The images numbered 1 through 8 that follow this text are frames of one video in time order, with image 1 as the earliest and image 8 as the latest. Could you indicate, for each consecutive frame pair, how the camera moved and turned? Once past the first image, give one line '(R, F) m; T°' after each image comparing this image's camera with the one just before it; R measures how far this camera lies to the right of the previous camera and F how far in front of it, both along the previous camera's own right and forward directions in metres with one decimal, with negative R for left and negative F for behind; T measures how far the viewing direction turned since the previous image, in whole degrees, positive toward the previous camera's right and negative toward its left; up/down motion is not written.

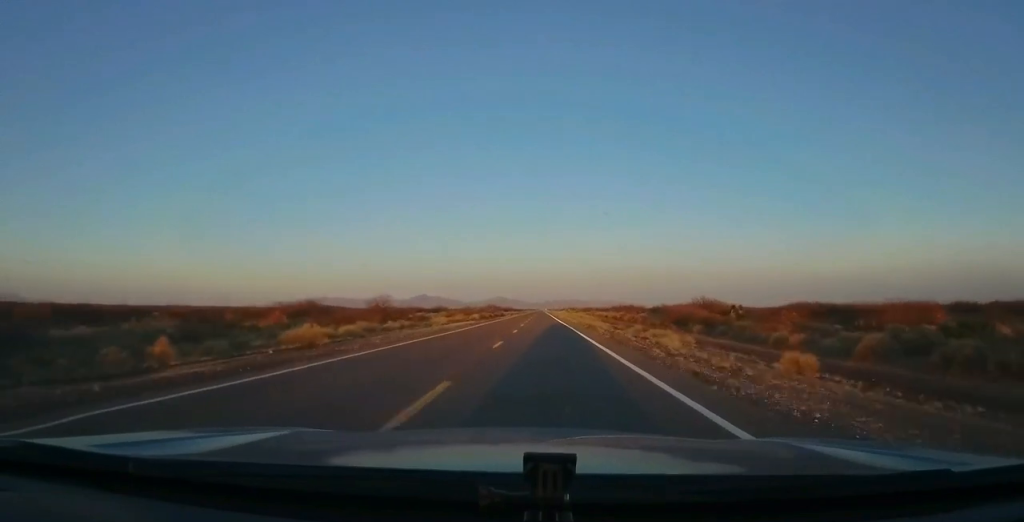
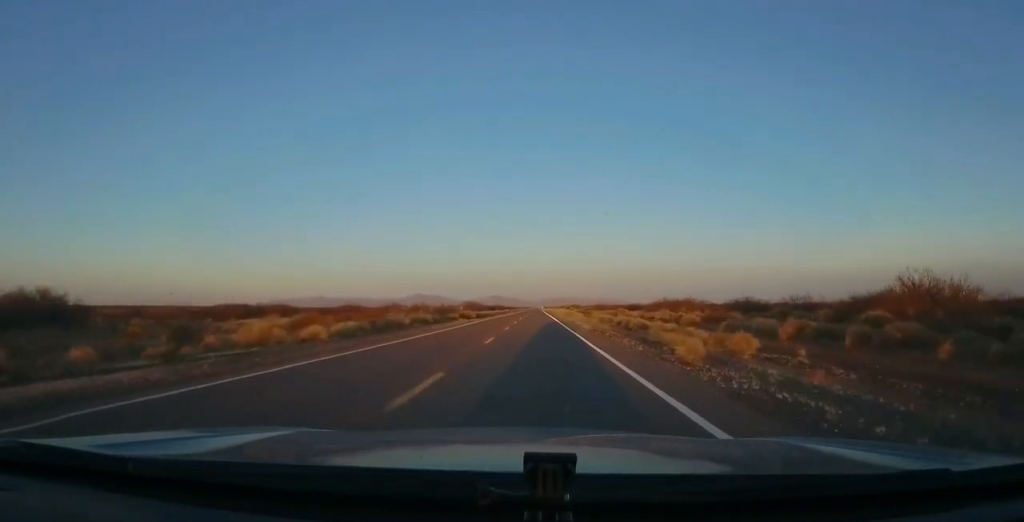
(+1.0, +57.5) m; +1°
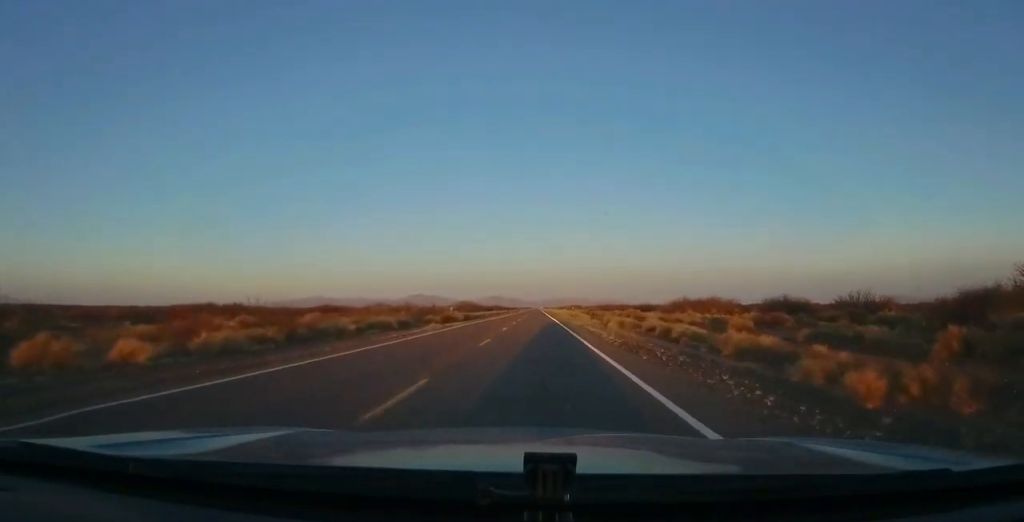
(0.0, +12.6) m; 0°
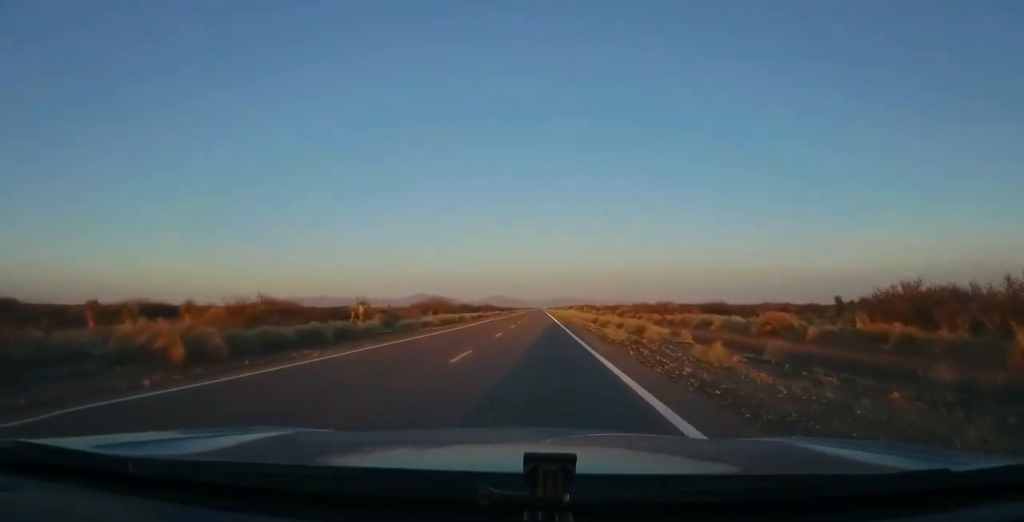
(0.0, +51.6) m; 0°
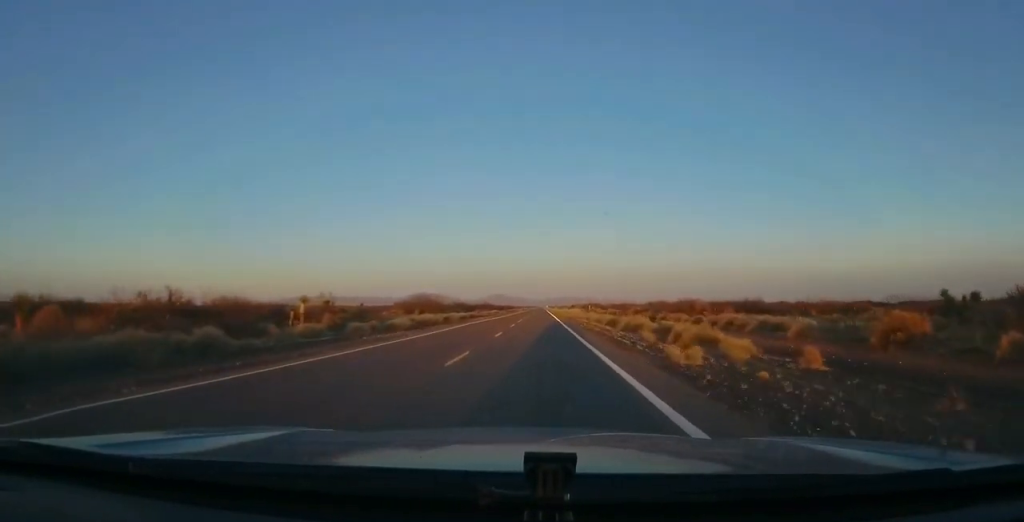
(0.0, +12.6) m; 0°
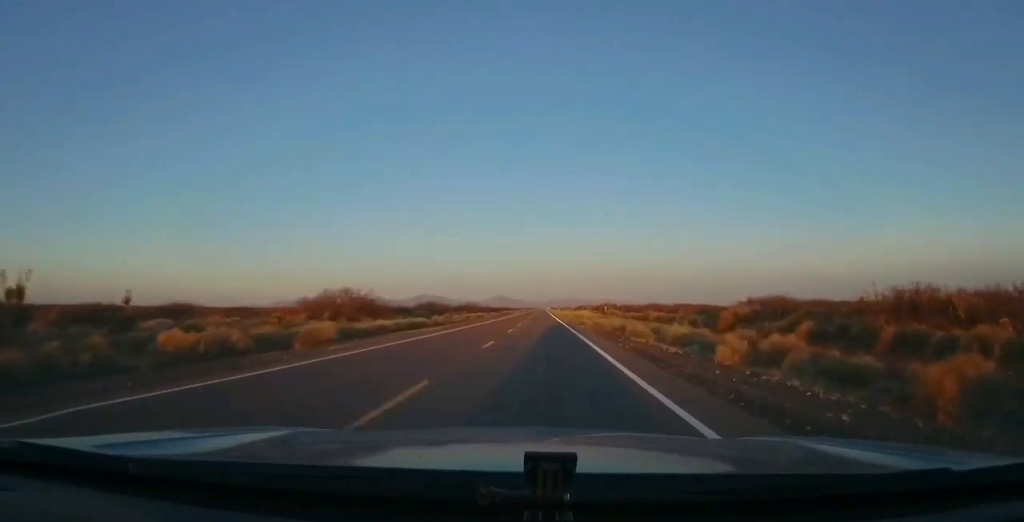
(0.0, +41.0) m; 0°
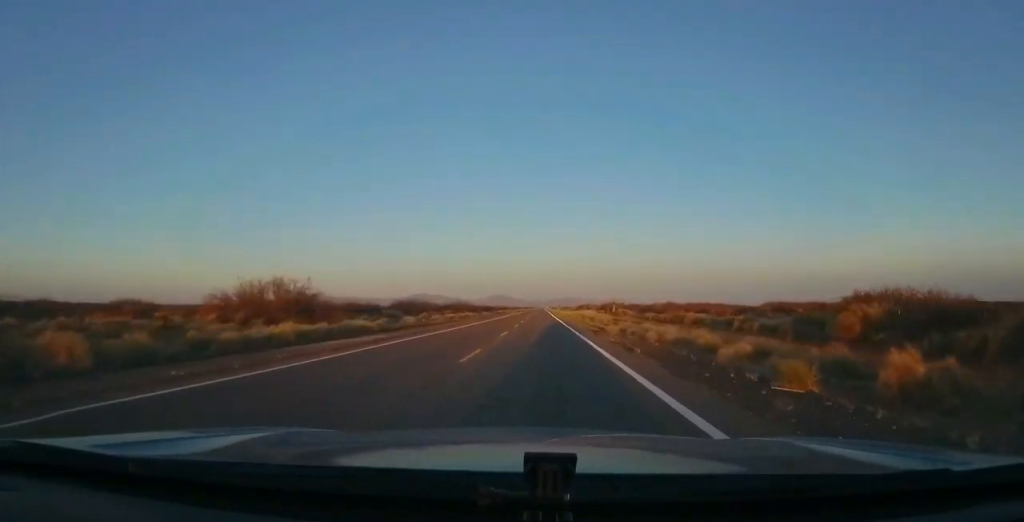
(+0.1, +16.6) m; -1°
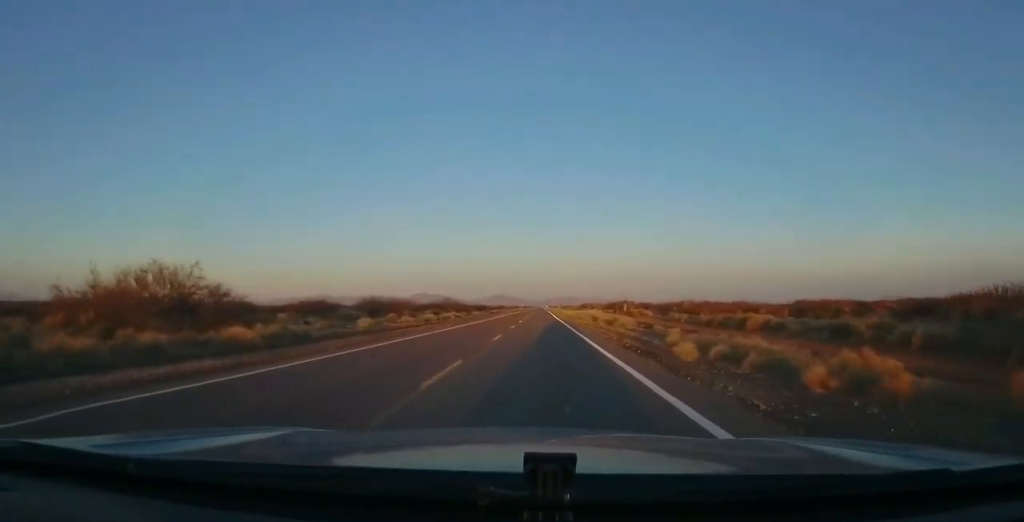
(-0.1, +15.7) m; 0°
